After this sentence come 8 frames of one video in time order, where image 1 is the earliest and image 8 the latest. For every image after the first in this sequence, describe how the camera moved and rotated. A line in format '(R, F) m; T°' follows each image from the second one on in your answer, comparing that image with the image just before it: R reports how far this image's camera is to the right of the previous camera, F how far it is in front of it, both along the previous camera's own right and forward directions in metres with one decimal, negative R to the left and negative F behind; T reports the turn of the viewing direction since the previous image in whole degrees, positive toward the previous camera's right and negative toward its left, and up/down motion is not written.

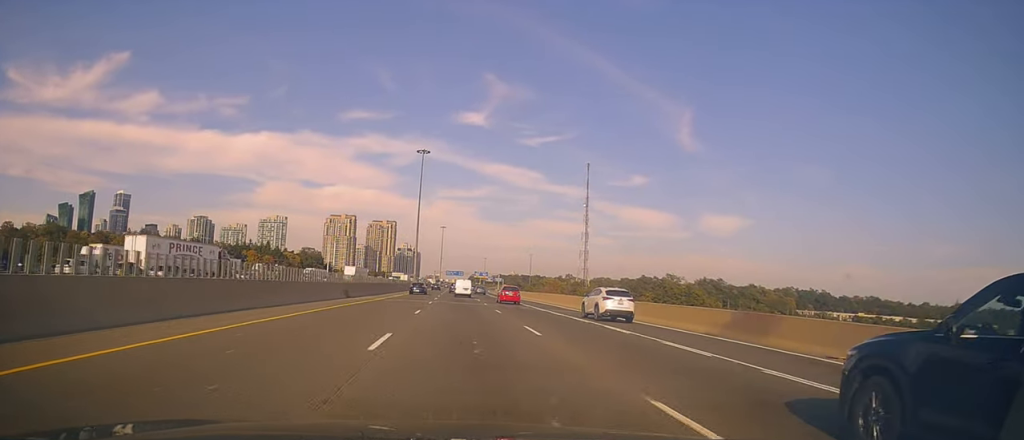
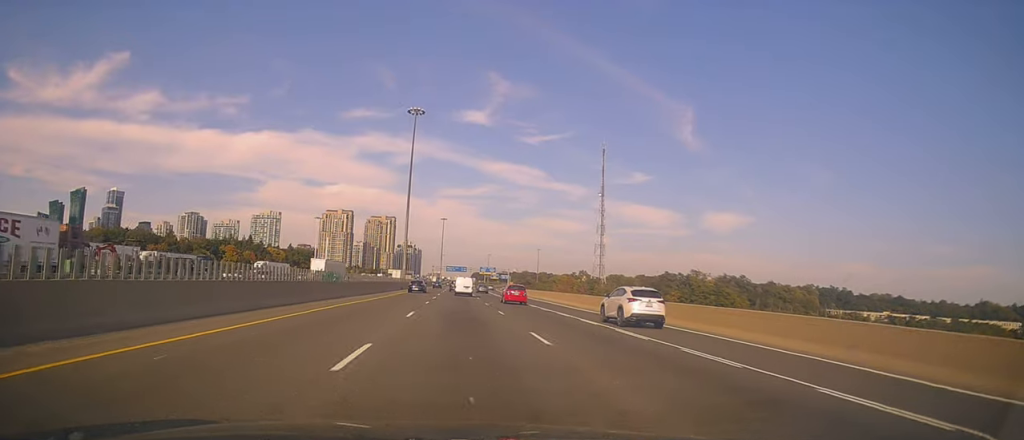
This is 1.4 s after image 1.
(-0.1, +37.9) m; -1°
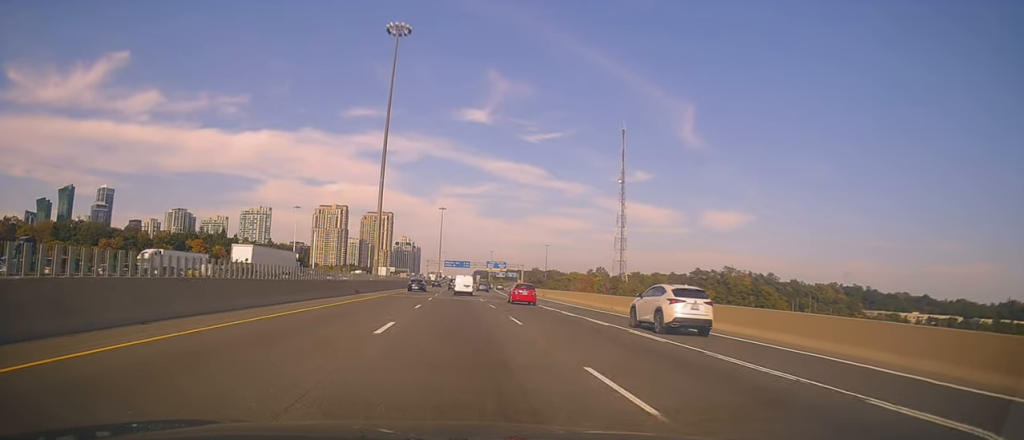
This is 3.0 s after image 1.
(+0.2, +44.2) m; 0°
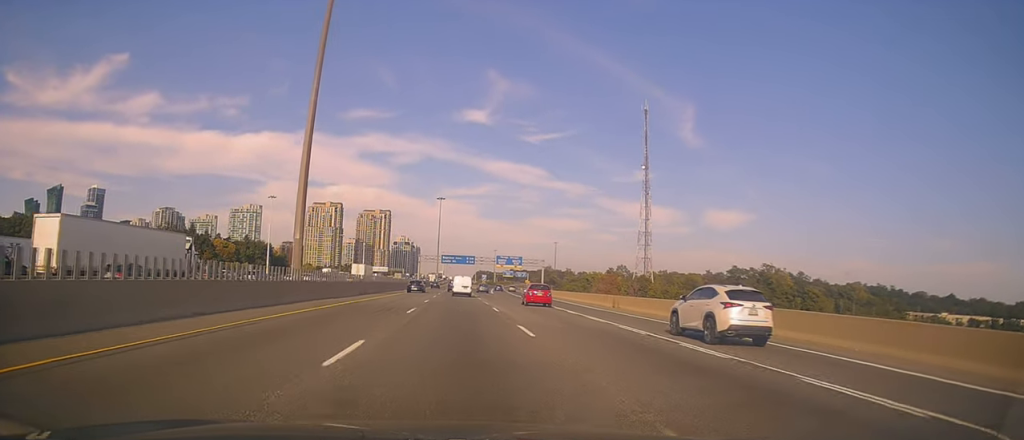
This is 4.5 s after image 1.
(-0.6, +40.9) m; -1°
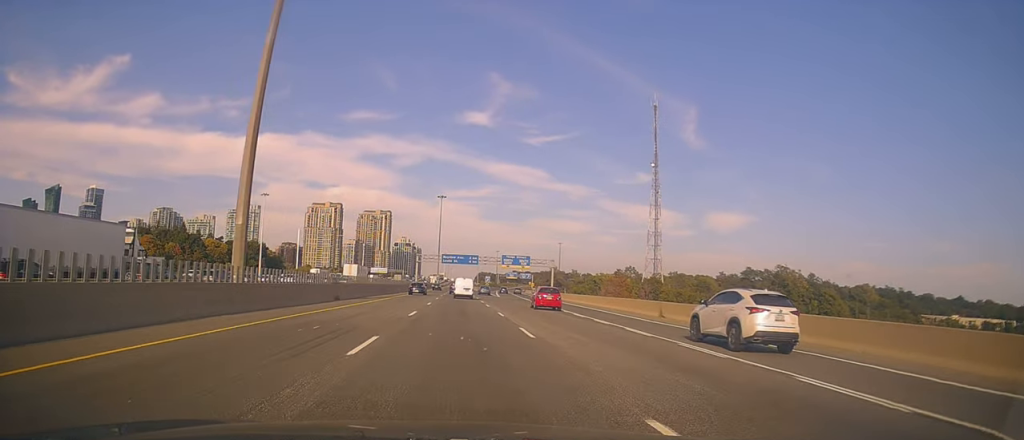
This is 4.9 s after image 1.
(0.0, +11.6) m; 0°
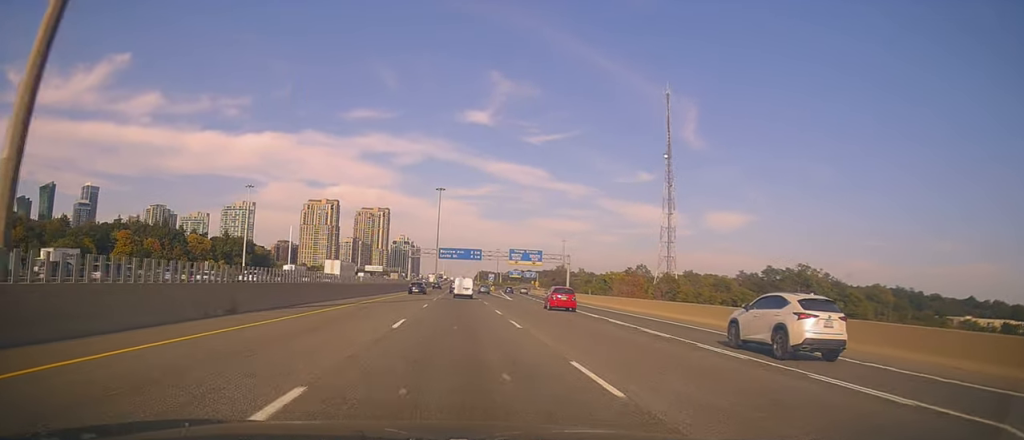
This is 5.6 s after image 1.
(+0.3, +17.7) m; +1°
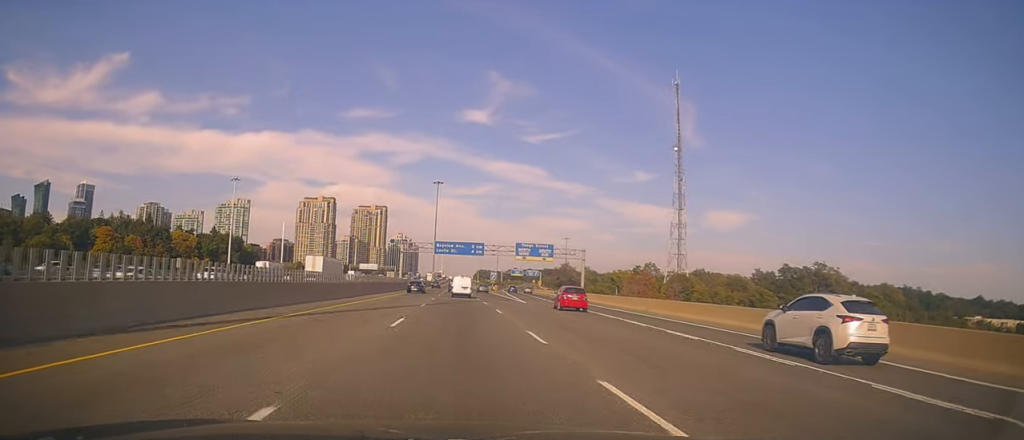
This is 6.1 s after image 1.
(+0.1, +13.2) m; 0°
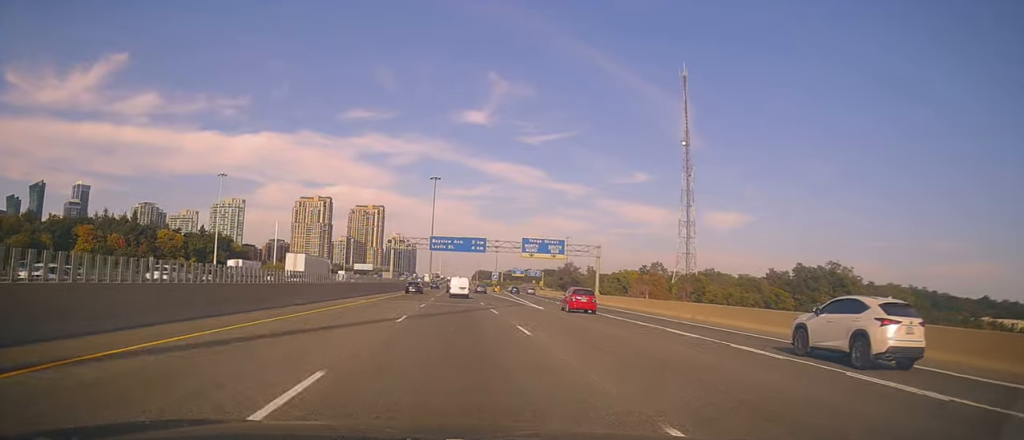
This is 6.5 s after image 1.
(+0.1, +10.5) m; 0°
